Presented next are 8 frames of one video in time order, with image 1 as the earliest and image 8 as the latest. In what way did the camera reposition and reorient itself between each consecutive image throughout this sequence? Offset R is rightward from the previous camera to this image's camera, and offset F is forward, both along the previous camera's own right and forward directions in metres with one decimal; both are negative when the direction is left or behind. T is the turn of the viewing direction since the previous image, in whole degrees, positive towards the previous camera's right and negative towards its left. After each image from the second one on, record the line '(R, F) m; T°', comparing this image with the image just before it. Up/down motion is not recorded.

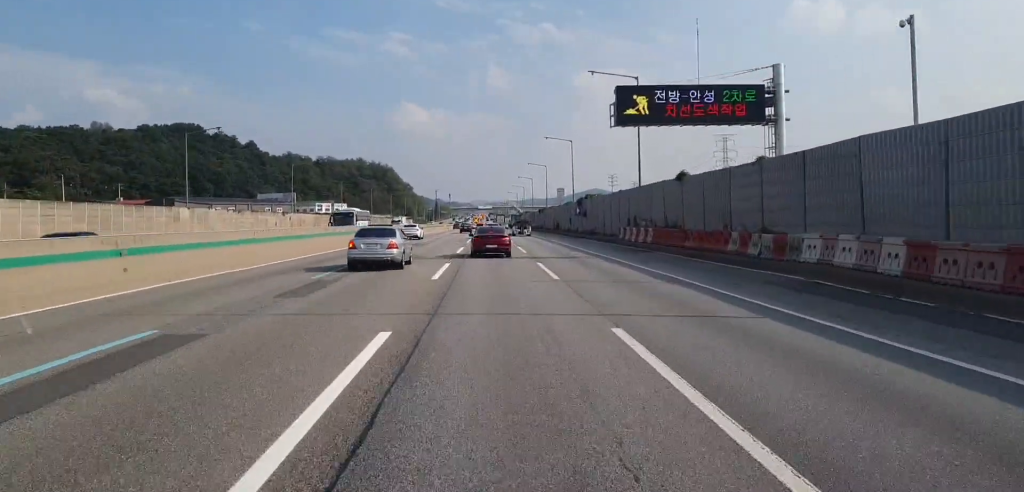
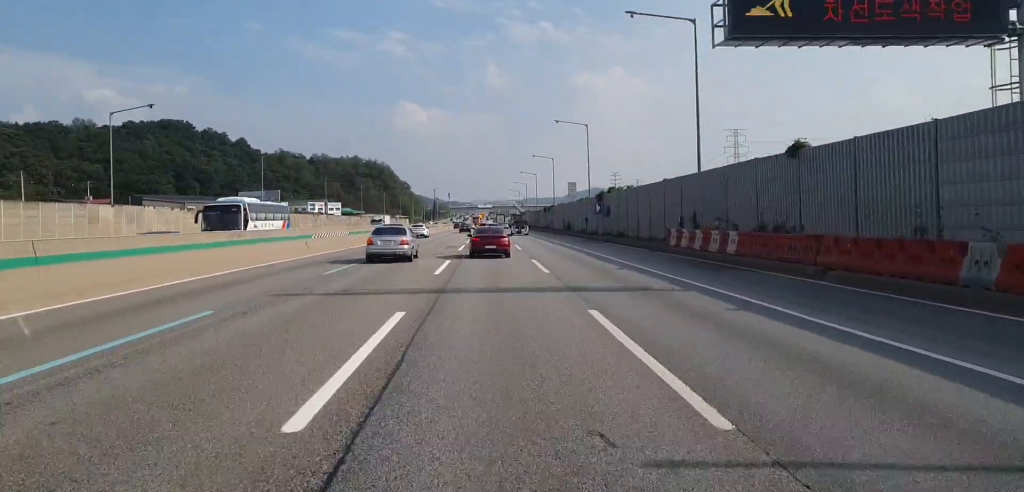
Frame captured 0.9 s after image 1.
(+0.1, +16.3) m; +1°
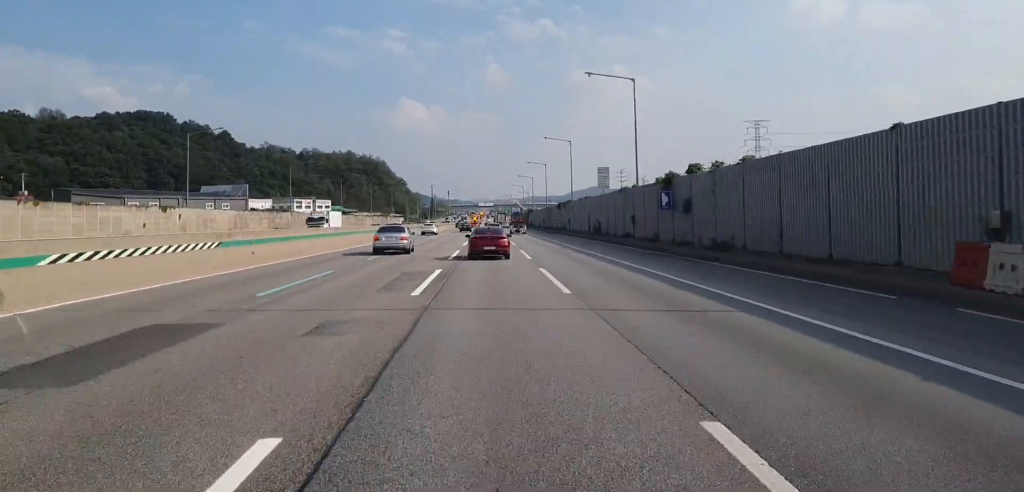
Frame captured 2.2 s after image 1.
(0.0, +25.6) m; +1°
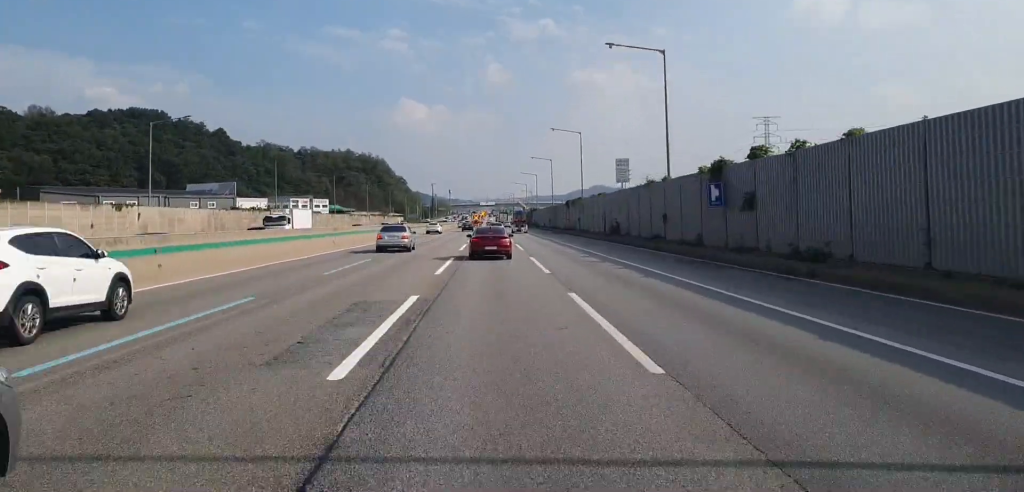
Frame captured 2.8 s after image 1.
(0.0, +9.8) m; 0°
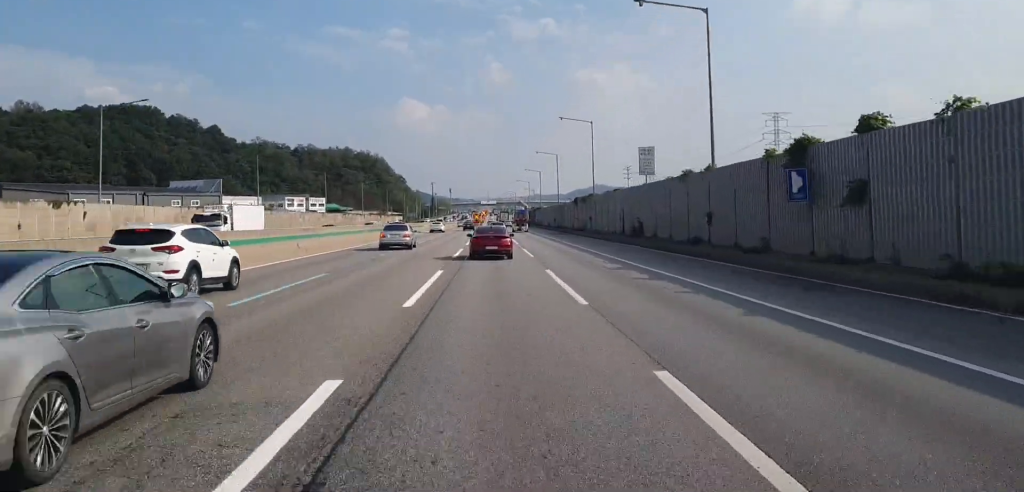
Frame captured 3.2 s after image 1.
(+0.2, +8.5) m; -1°
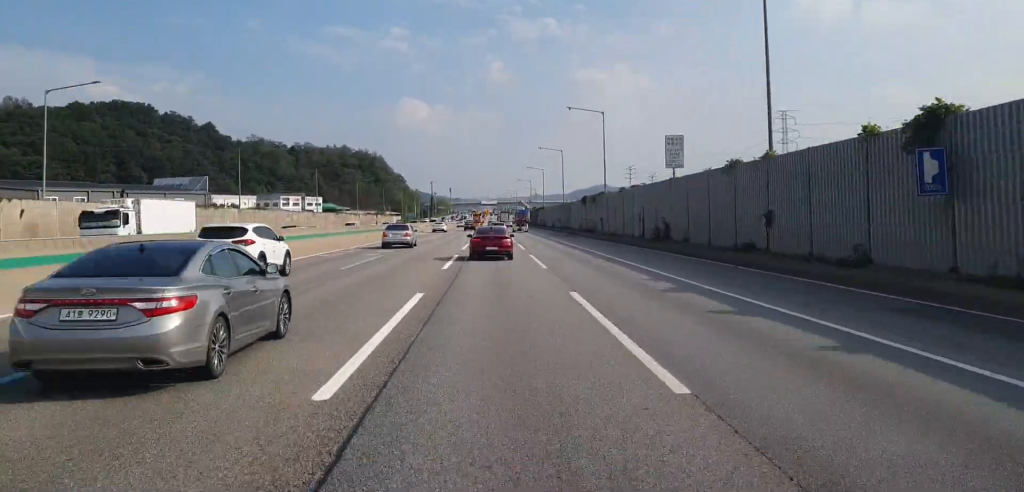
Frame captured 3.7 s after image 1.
(-0.1, +8.4) m; 0°
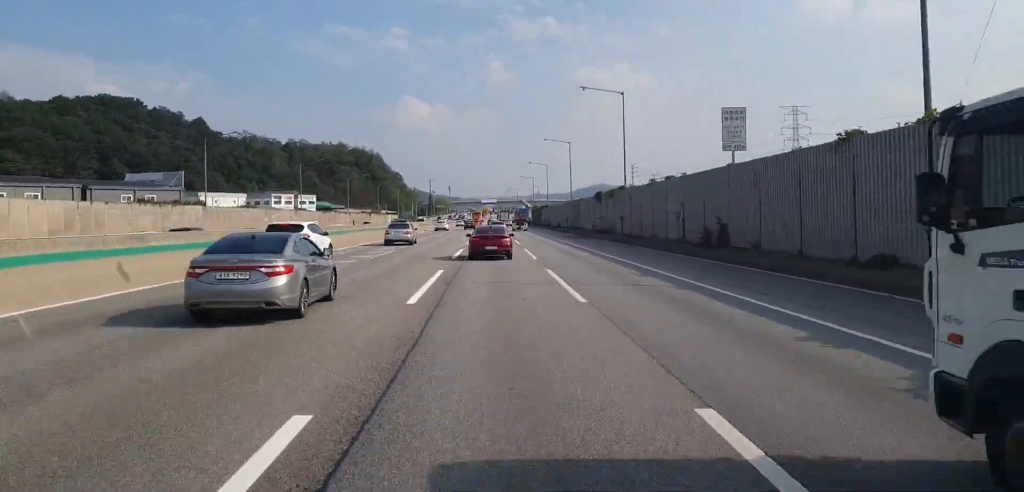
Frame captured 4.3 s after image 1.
(-0.5, +10.7) m; 0°
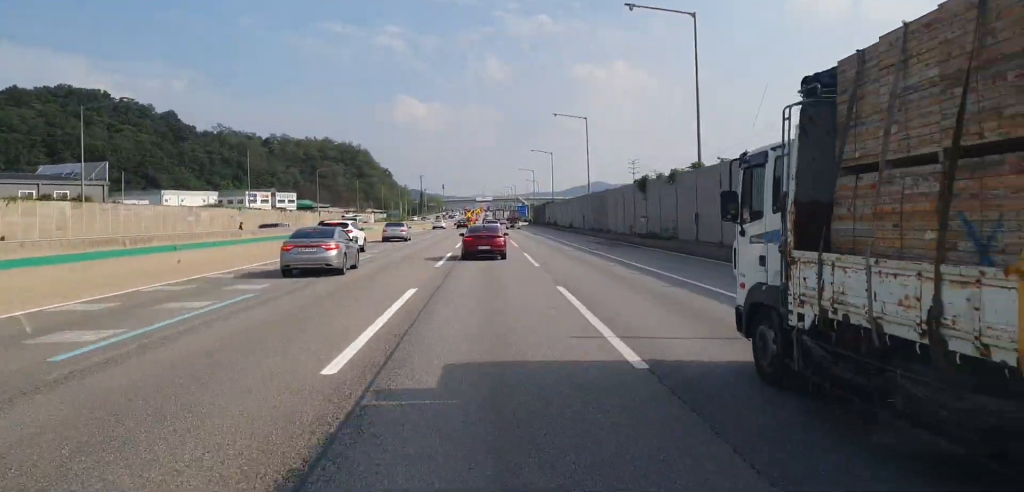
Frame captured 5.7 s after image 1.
(+0.7, +24.5) m; +1°
